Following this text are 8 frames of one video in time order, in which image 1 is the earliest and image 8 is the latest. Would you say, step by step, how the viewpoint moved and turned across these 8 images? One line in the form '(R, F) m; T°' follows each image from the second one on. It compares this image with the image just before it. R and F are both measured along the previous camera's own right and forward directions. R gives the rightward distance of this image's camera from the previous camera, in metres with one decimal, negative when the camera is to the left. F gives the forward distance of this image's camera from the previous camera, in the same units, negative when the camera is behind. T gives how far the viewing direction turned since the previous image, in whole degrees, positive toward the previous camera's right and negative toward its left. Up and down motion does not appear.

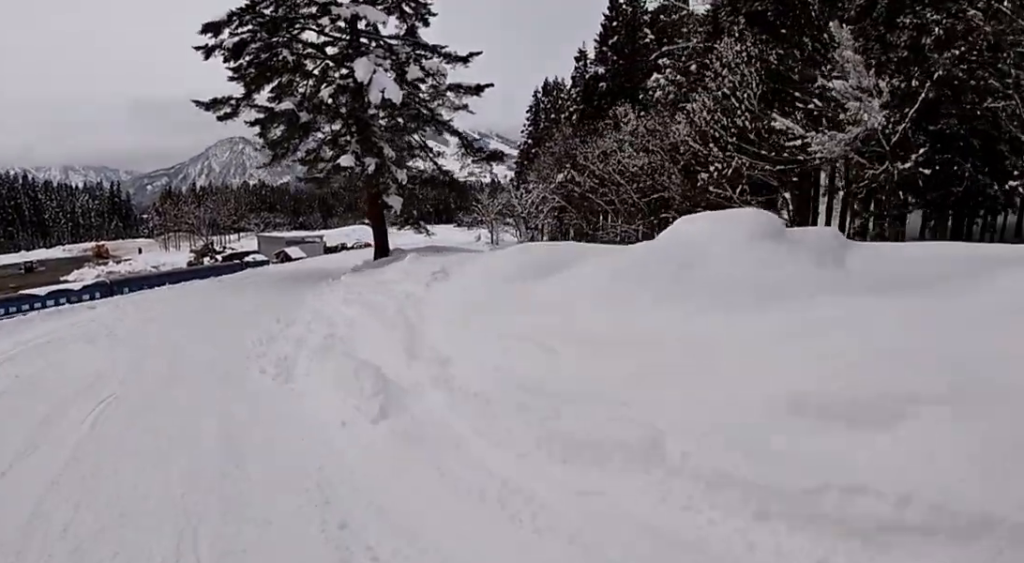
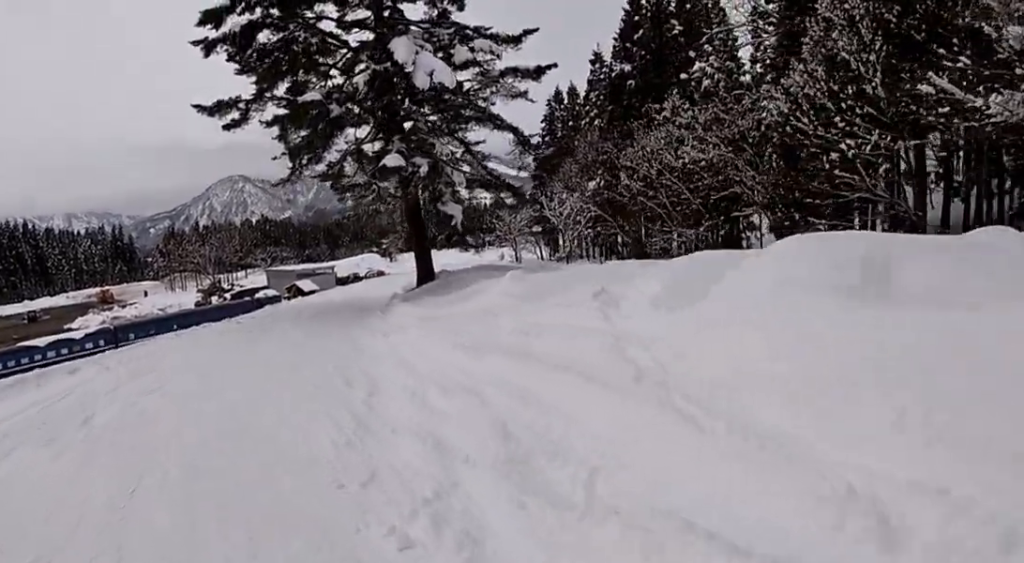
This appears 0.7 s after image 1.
(0.0, +5.2) m; 0°
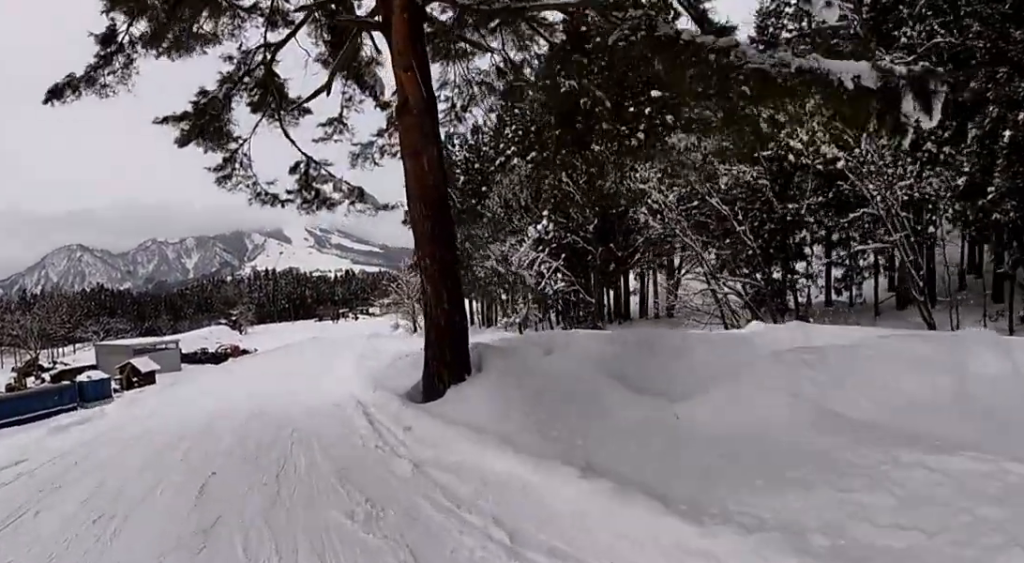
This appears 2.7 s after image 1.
(+2.2, +16.4) m; +18°
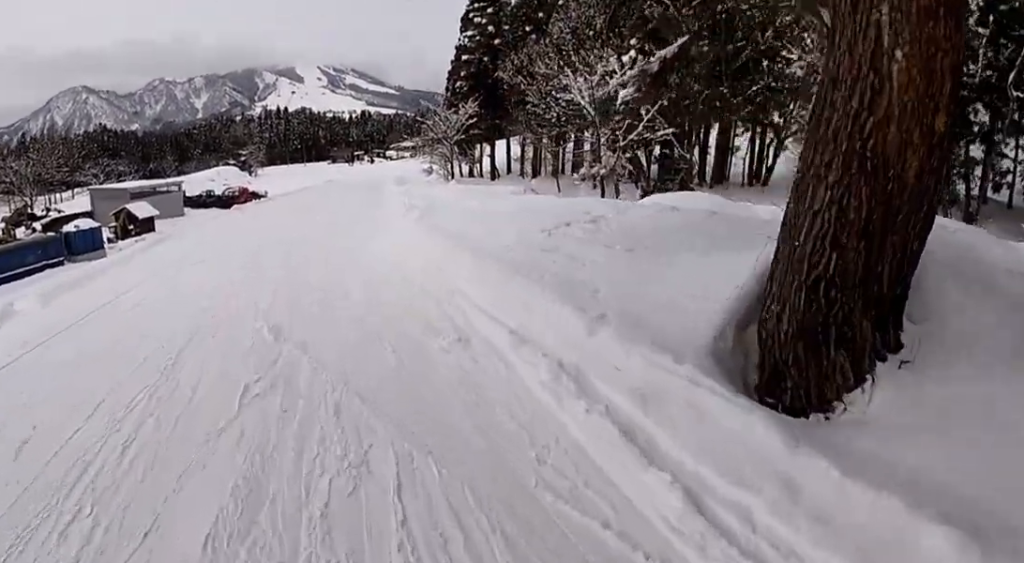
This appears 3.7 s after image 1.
(+0.3, +7.5) m; +7°
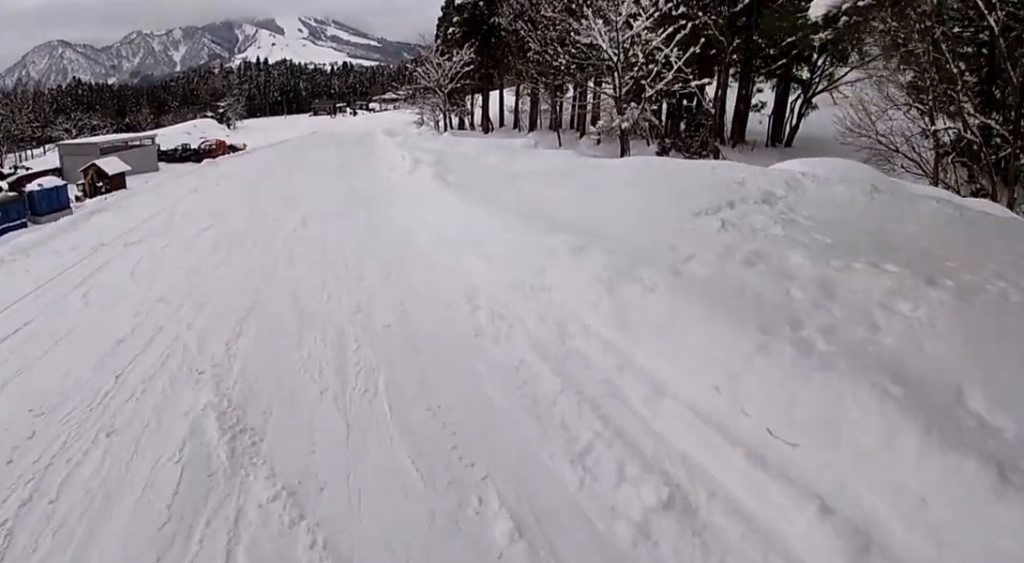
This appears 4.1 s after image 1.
(-0.4, +3.3) m; +3°
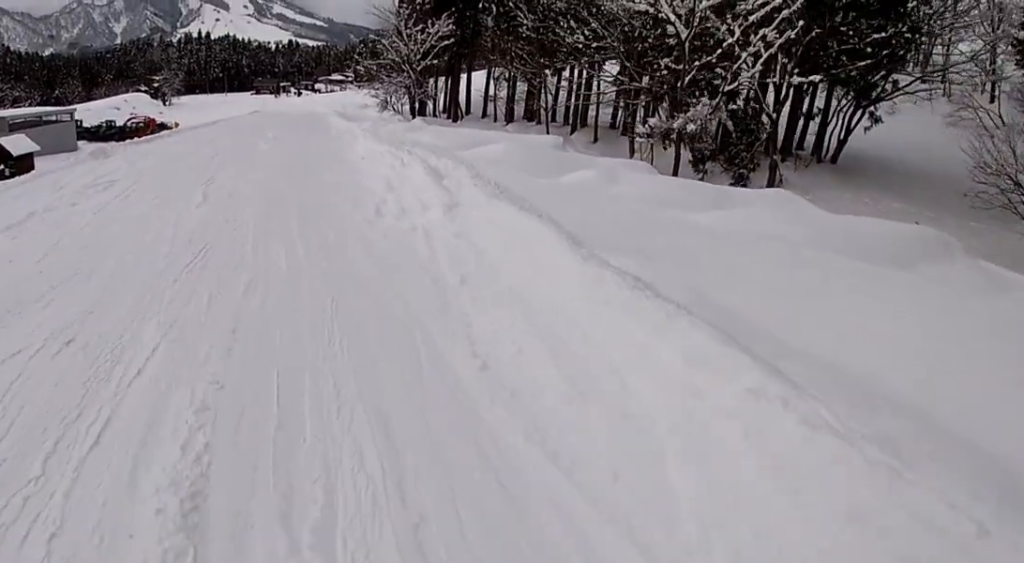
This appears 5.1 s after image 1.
(+1.4, +8.3) m; +9°
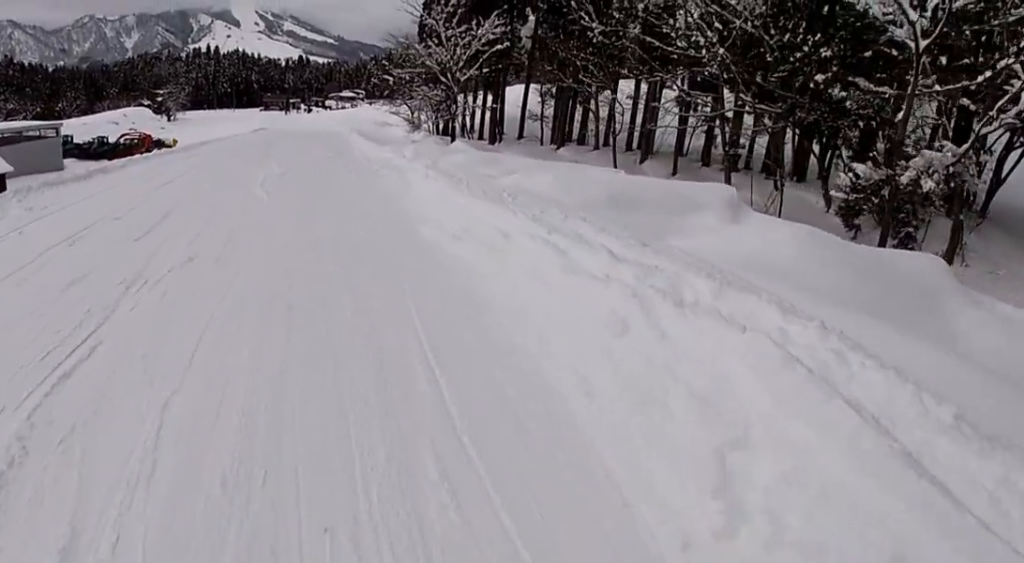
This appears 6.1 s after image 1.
(-0.2, +7.8) m; -7°
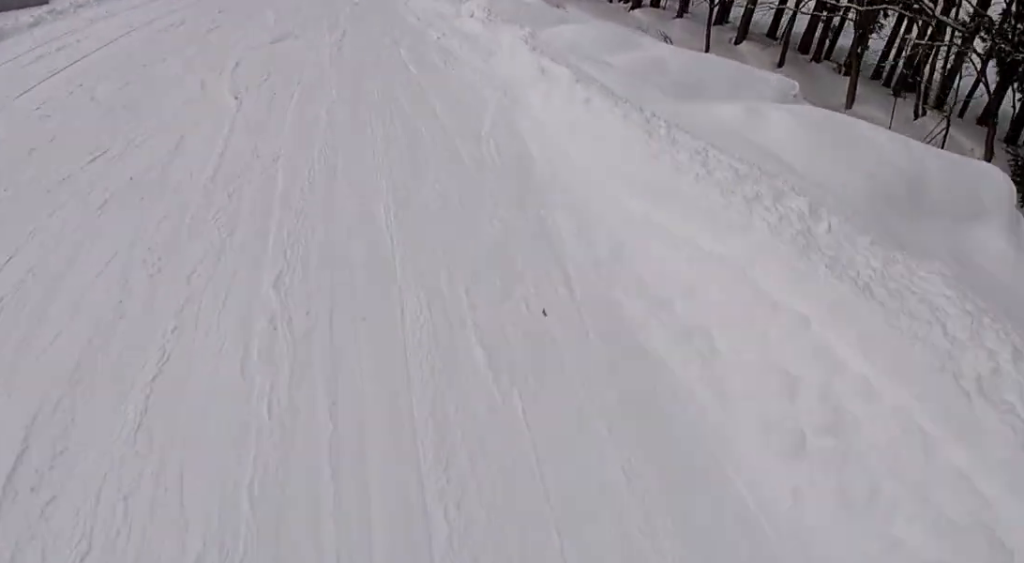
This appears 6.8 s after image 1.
(-0.7, +5.8) m; 0°
